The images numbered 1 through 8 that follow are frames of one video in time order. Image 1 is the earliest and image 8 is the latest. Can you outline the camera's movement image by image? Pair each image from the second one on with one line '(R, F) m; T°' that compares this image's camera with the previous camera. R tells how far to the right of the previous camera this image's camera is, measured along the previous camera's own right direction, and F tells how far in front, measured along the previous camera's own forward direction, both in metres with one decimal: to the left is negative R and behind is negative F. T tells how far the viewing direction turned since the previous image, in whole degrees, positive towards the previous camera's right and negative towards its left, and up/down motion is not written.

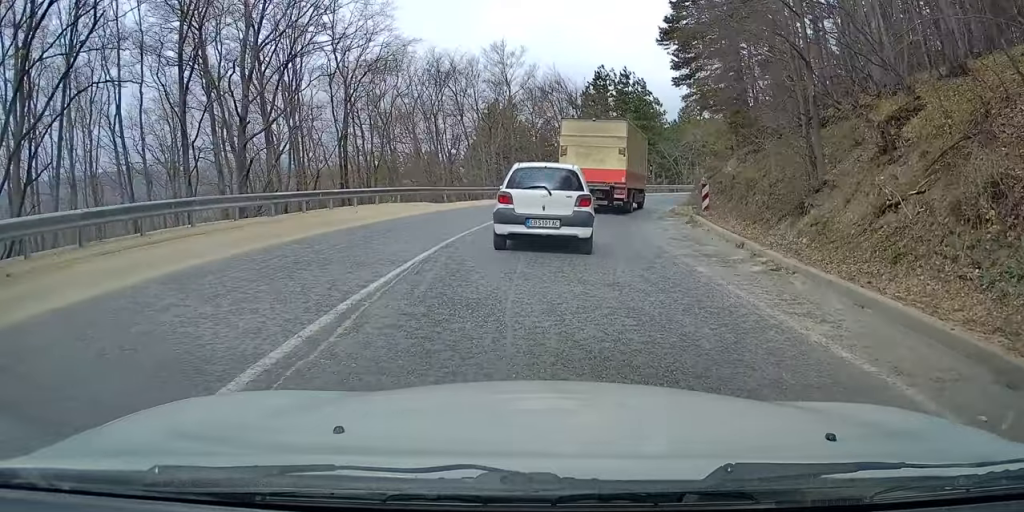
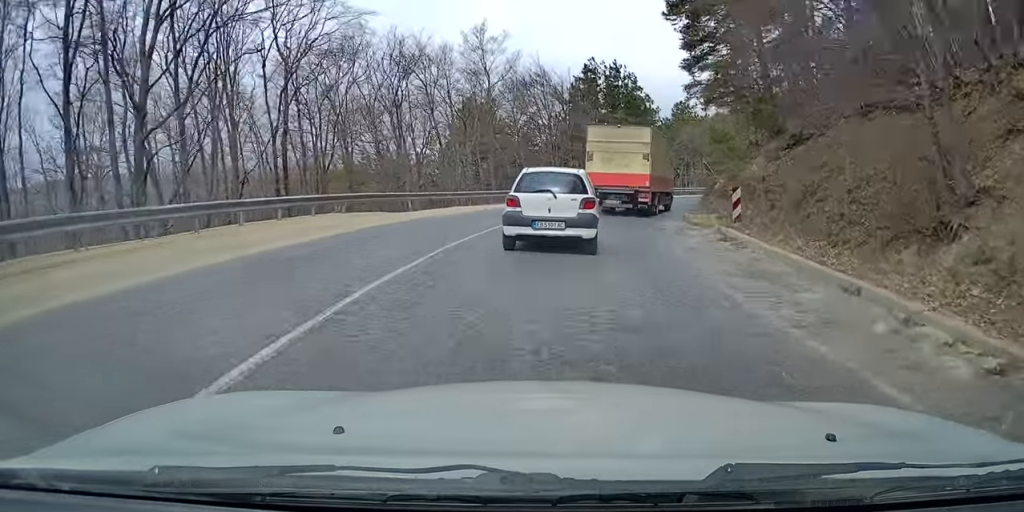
(0.0, +6.4) m; +2°
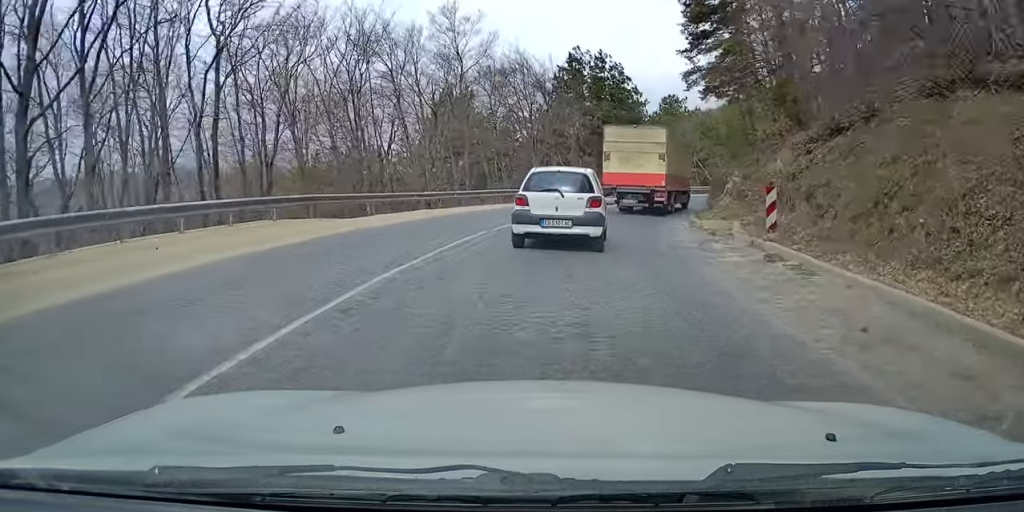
(+0.3, +4.8) m; 0°
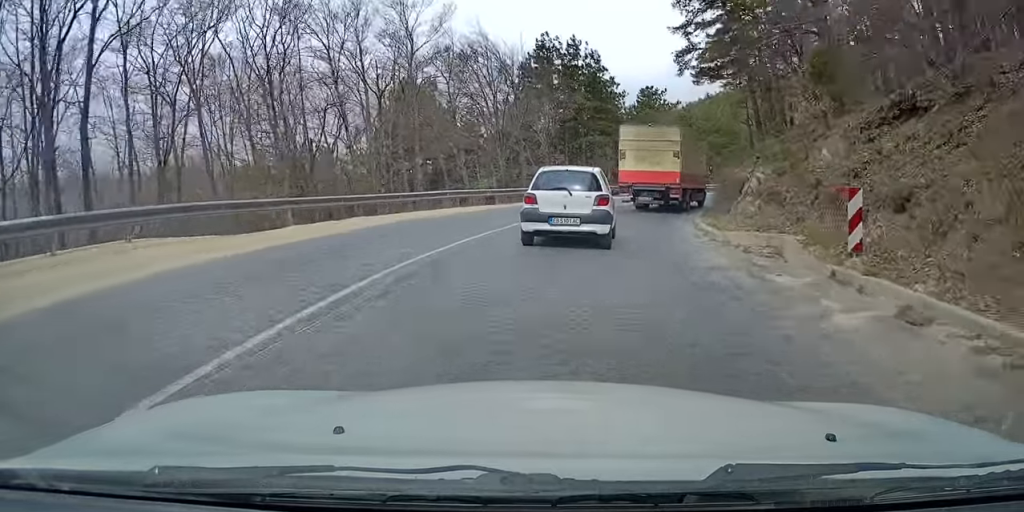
(+0.1, +5.9) m; 0°
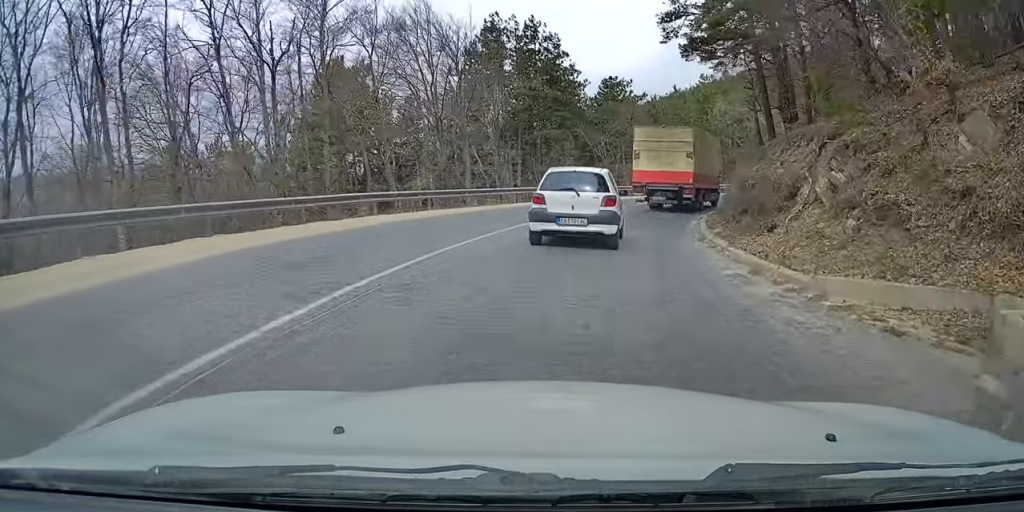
(-0.4, +7.4) m; -1°
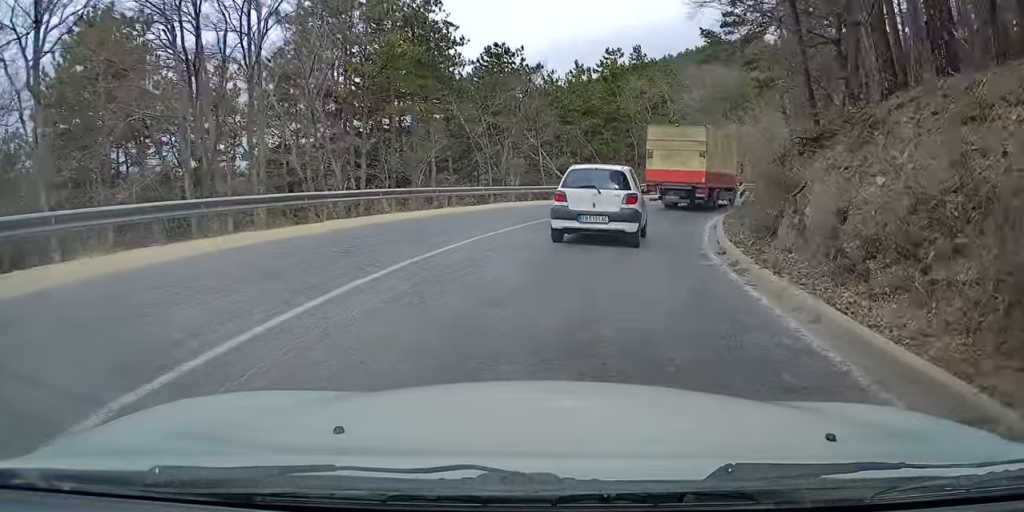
(+0.7, +14.8) m; +6°
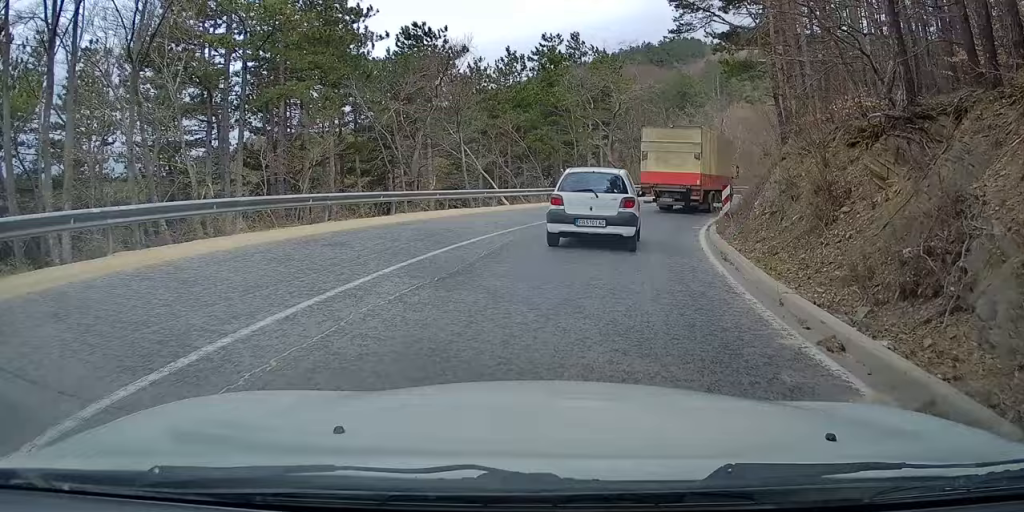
(+0.1, +6.7) m; +4°
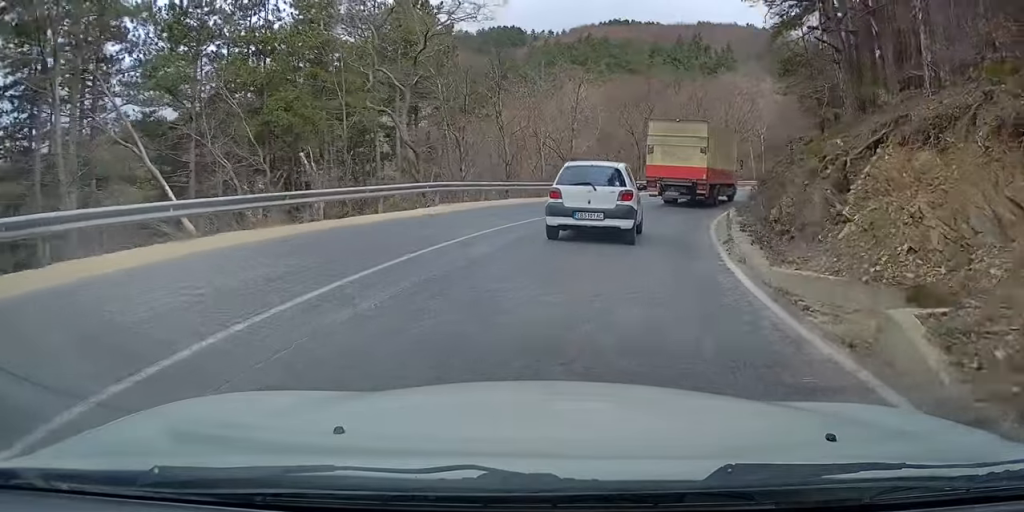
(+2.6, +19.5) m; +16°
